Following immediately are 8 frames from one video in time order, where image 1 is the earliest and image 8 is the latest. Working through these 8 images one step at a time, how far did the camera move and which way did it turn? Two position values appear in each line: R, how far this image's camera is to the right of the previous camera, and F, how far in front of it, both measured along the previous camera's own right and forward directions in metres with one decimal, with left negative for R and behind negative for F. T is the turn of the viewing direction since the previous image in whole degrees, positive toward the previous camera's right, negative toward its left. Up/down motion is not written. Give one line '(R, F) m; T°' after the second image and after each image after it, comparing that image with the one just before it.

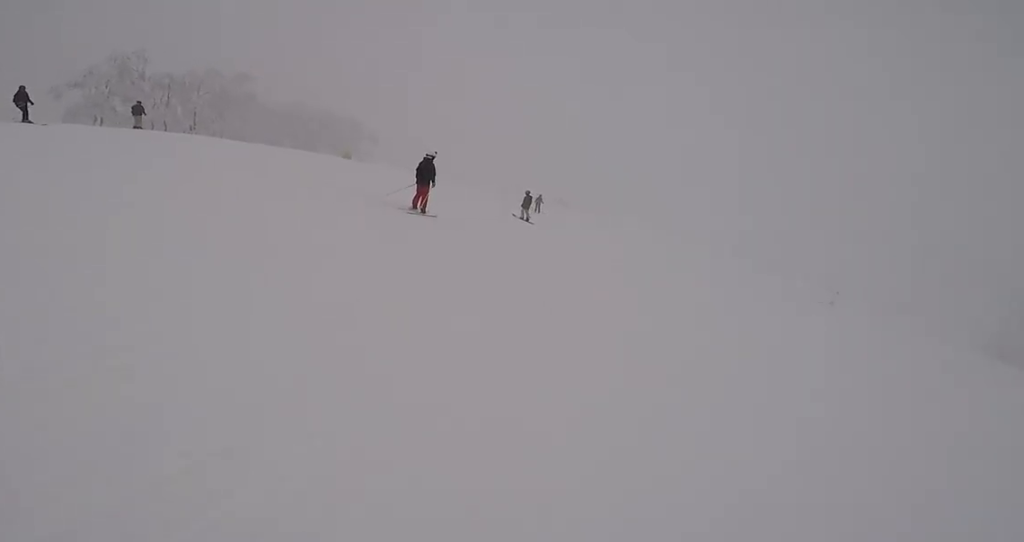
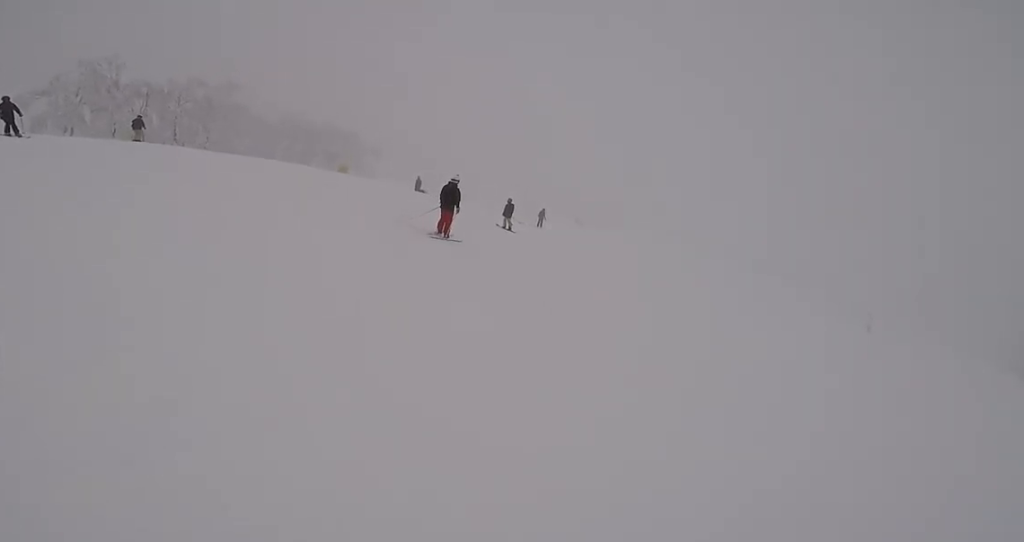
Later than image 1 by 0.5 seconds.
(-0.2, +2.7) m; -4°
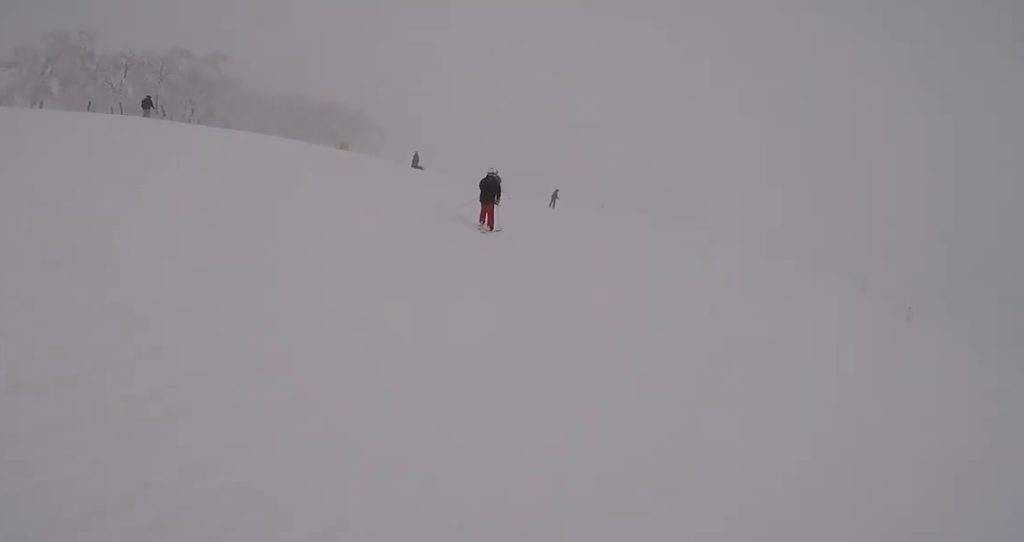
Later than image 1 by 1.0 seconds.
(0.0, +3.0) m; +5°
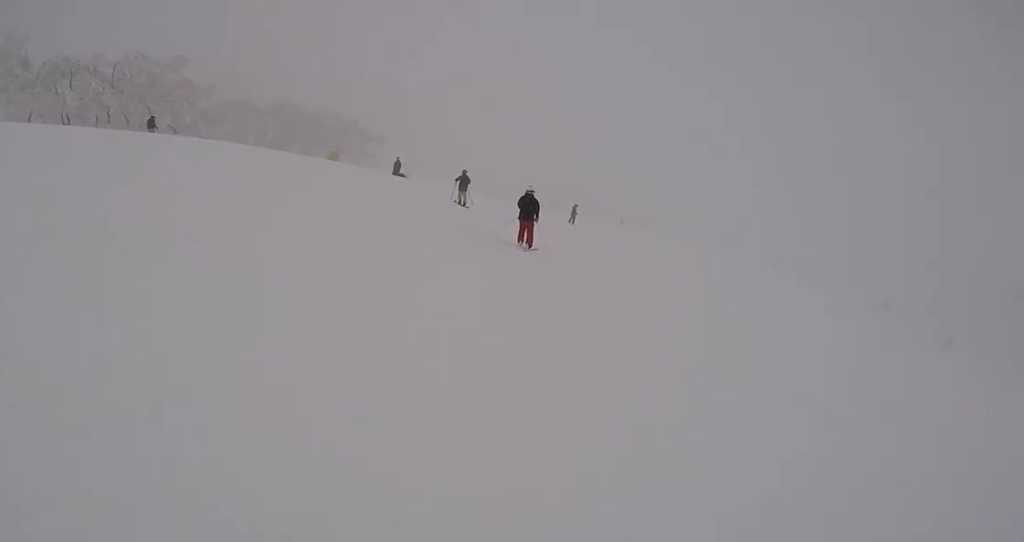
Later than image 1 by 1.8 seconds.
(+0.1, +4.4) m; +5°
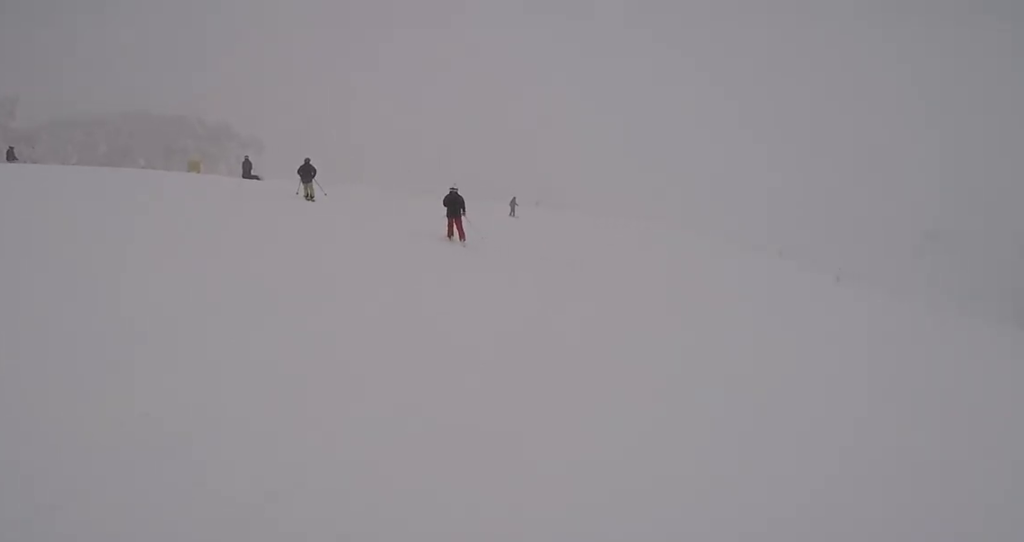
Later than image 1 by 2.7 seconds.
(+0.5, +5.2) m; 0°
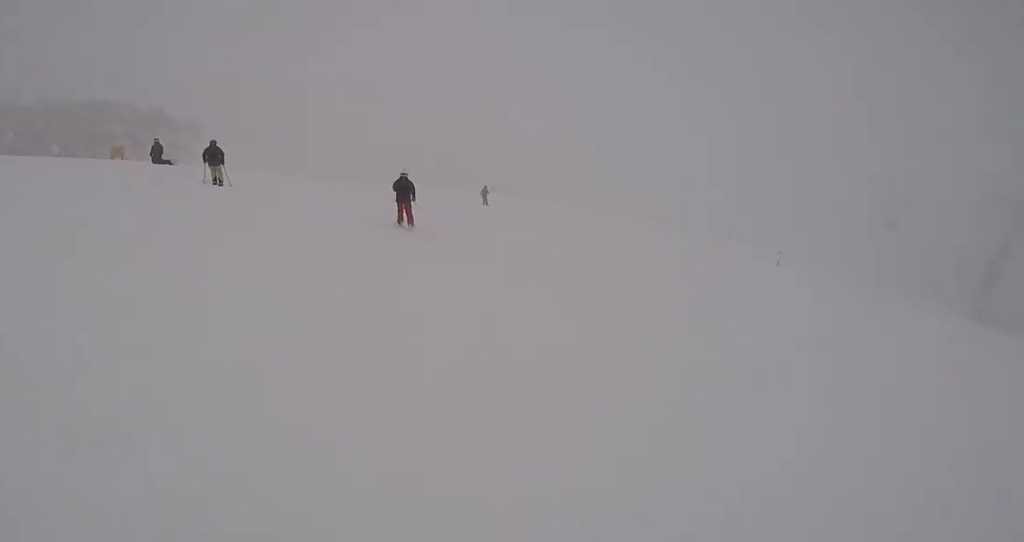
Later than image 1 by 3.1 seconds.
(-0.2, +2.4) m; -4°
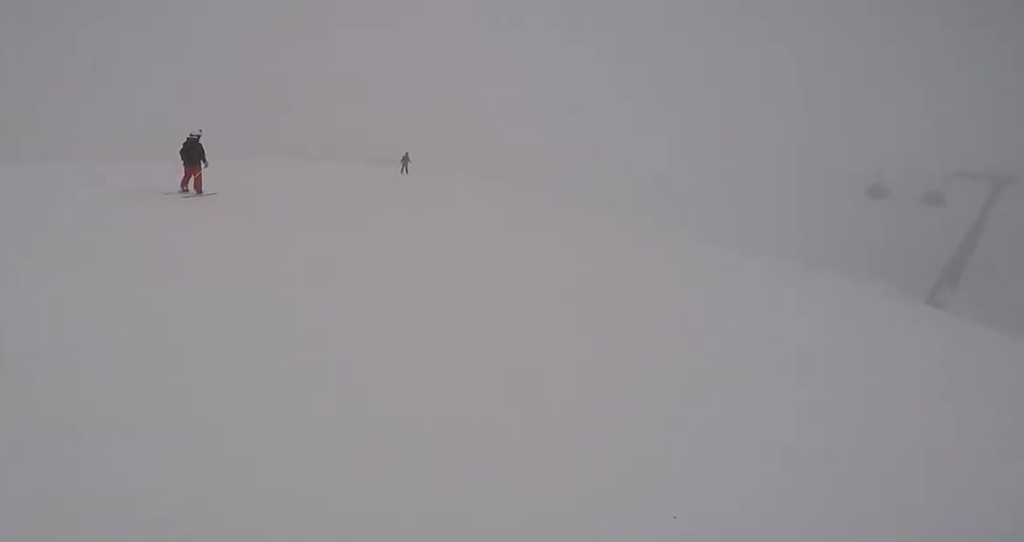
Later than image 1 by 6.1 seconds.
(+0.5, +17.3) m; -3°
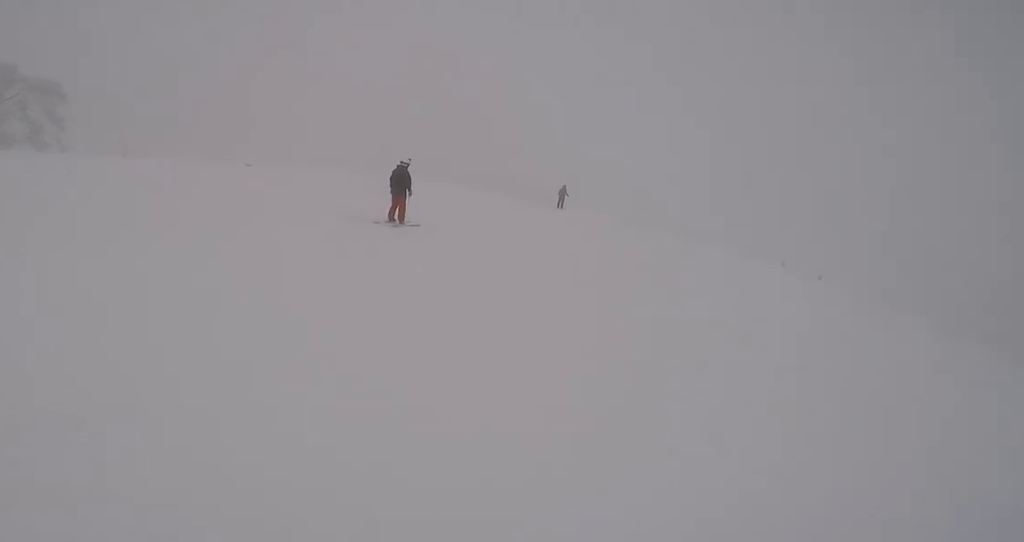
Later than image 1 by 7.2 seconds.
(-0.4, +6.7) m; +3°
